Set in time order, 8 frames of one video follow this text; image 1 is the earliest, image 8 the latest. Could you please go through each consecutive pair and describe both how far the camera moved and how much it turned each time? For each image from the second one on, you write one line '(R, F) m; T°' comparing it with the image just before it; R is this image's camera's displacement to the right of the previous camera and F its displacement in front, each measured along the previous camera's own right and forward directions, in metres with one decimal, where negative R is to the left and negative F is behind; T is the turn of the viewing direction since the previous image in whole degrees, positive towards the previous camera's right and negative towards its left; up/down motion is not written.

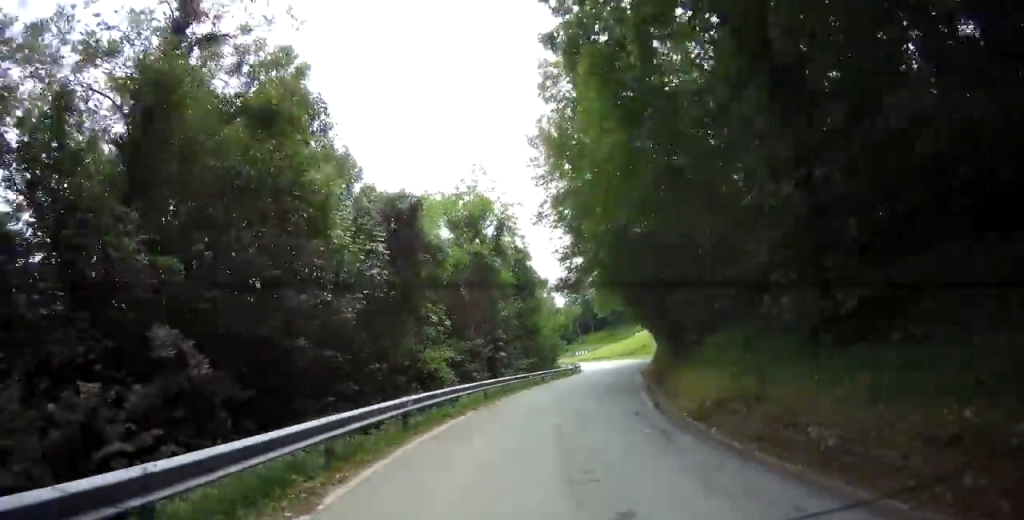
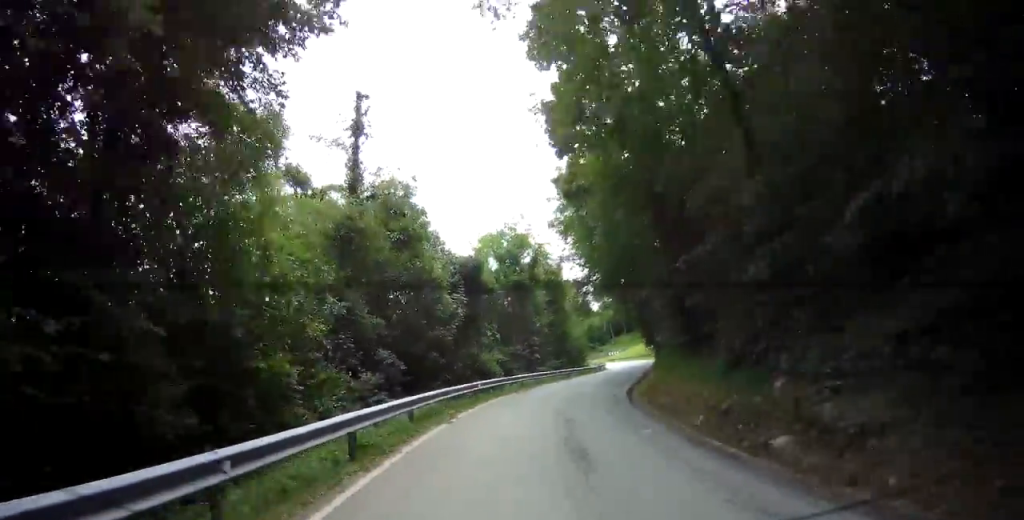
(-0.2, +5.8) m; +17°
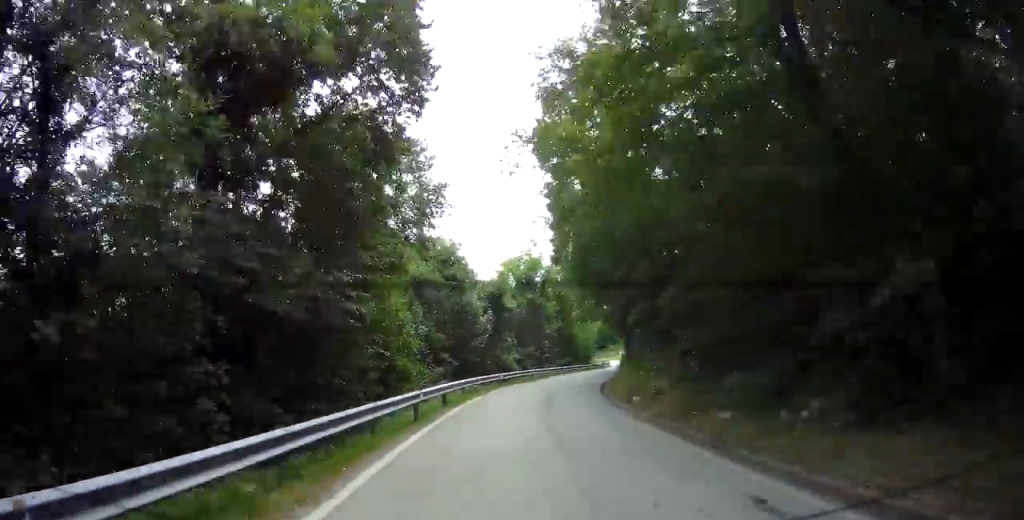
(+4.1, +9.2) m; +11°
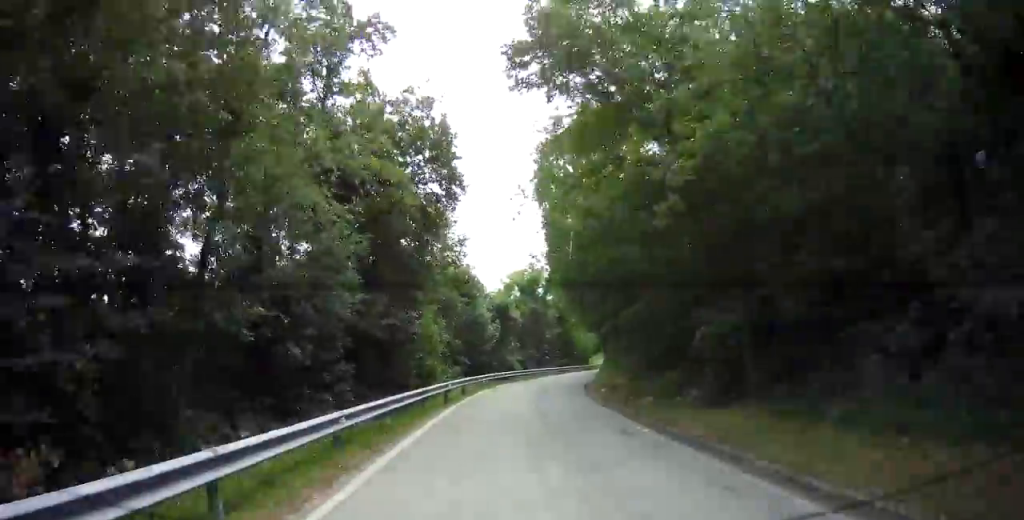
(-1.1, +5.8) m; -15°
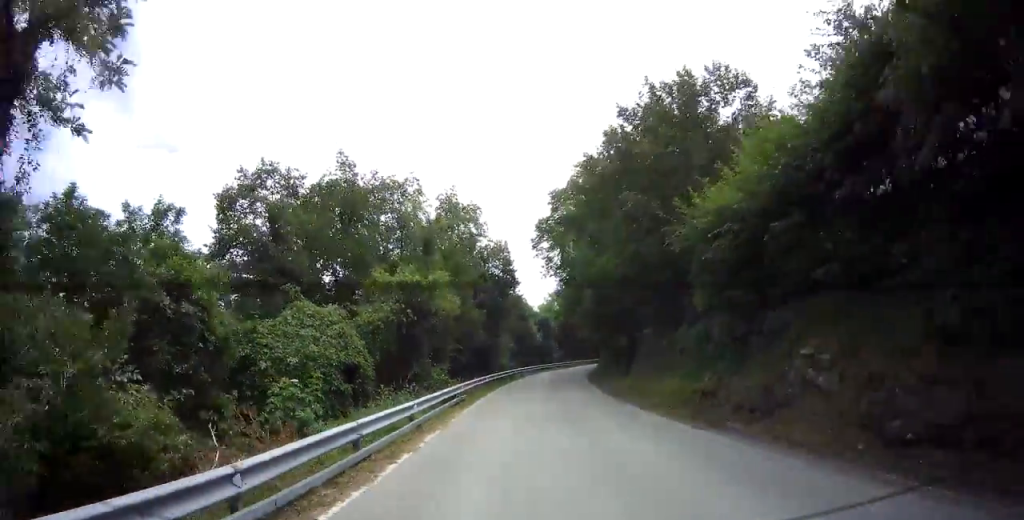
(-5.7, +19.6) m; -27°
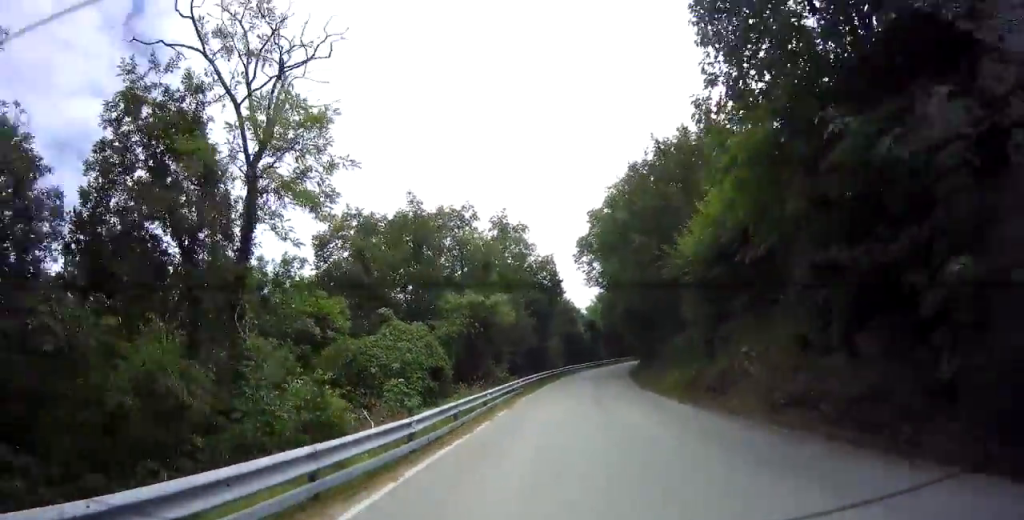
(-0.4, +5.7) m; -6°
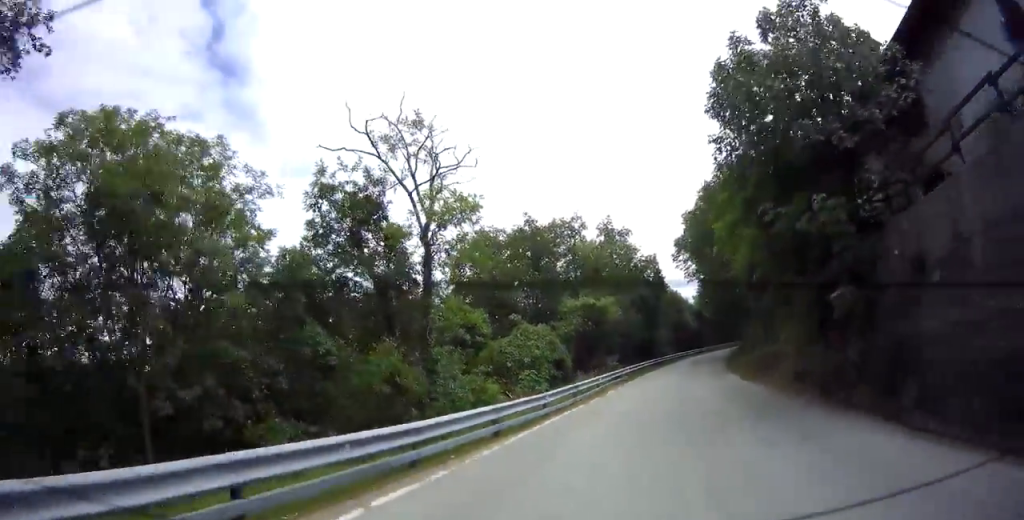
(+0.1, +5.2) m; -9°
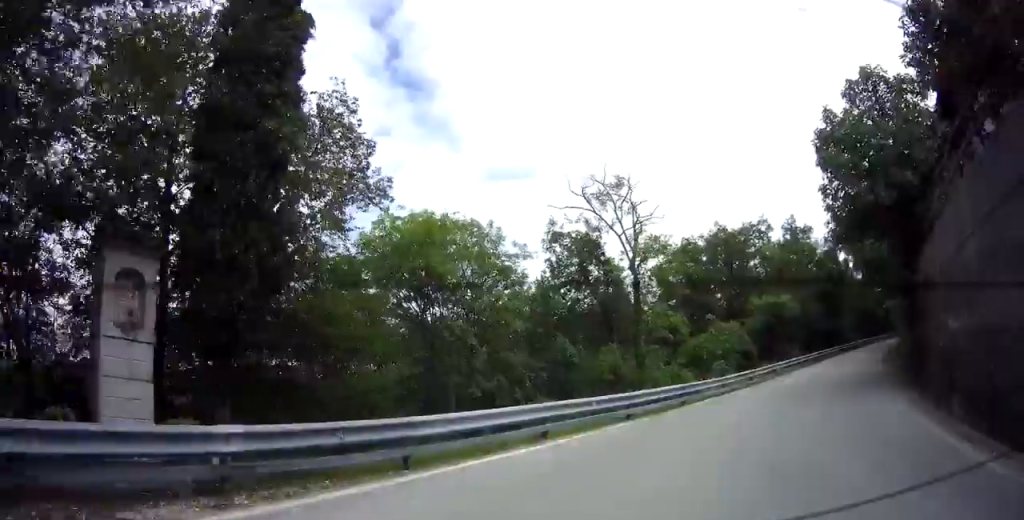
(-1.0, +5.3) m; -16°
